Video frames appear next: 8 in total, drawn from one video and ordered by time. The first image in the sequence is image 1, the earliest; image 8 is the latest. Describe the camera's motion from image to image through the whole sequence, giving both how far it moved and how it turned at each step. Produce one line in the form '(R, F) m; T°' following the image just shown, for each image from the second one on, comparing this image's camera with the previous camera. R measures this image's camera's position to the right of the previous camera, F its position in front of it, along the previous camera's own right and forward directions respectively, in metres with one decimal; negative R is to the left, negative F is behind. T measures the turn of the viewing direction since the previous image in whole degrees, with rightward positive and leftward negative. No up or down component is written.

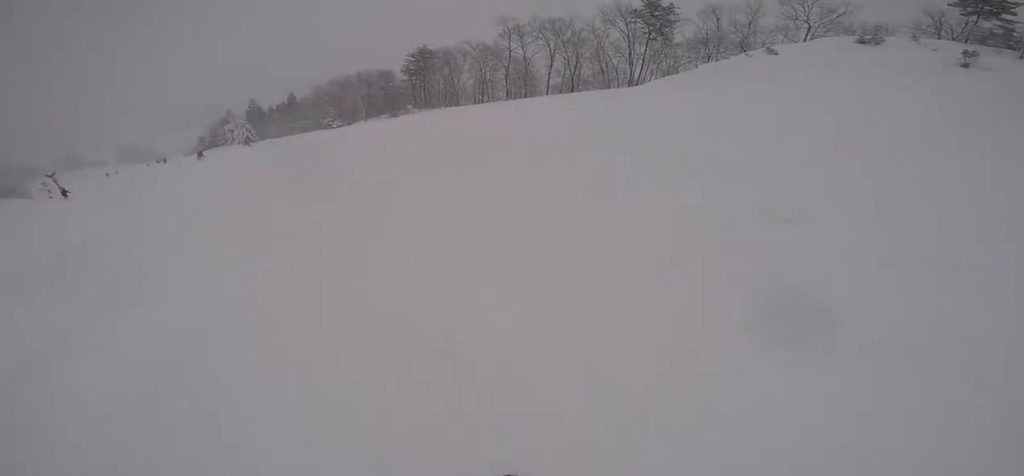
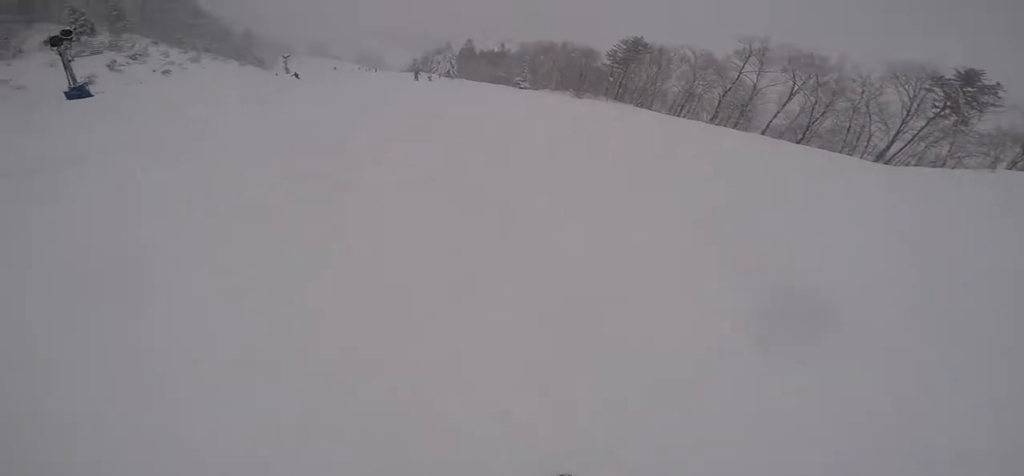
(+0.1, +5.3) m; -6°
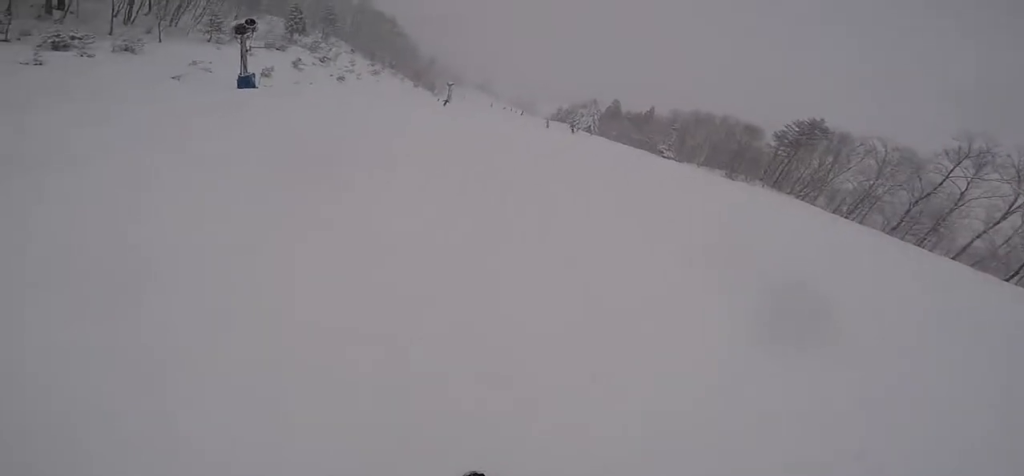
(0.0, +3.8) m; -8°
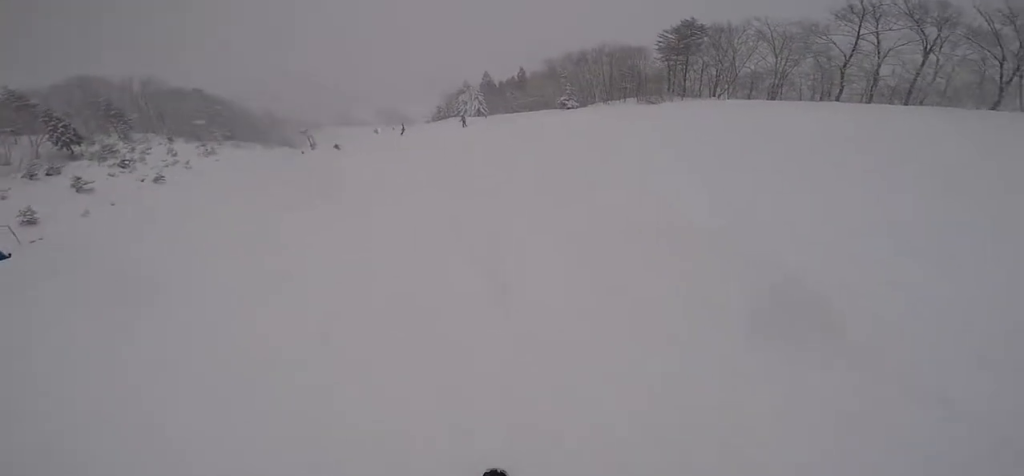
(-0.7, +6.7) m; +4°
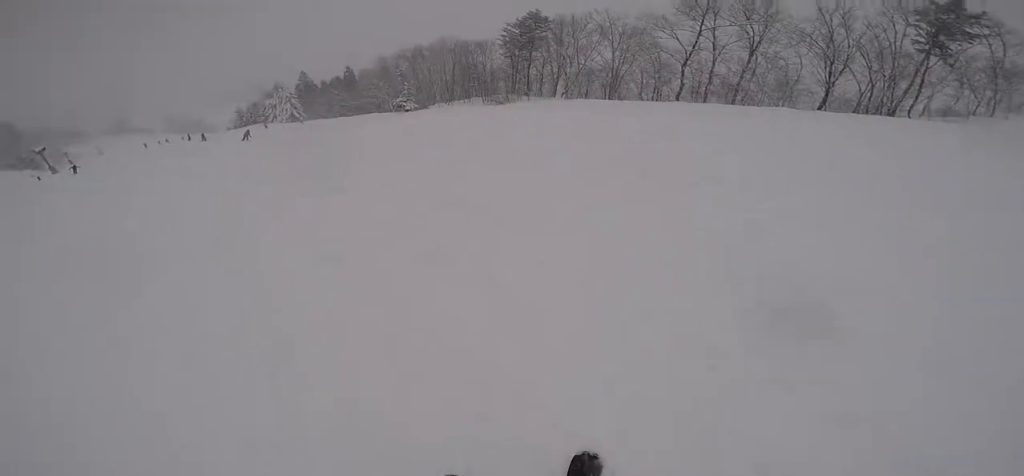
(+0.9, +6.1) m; -5°
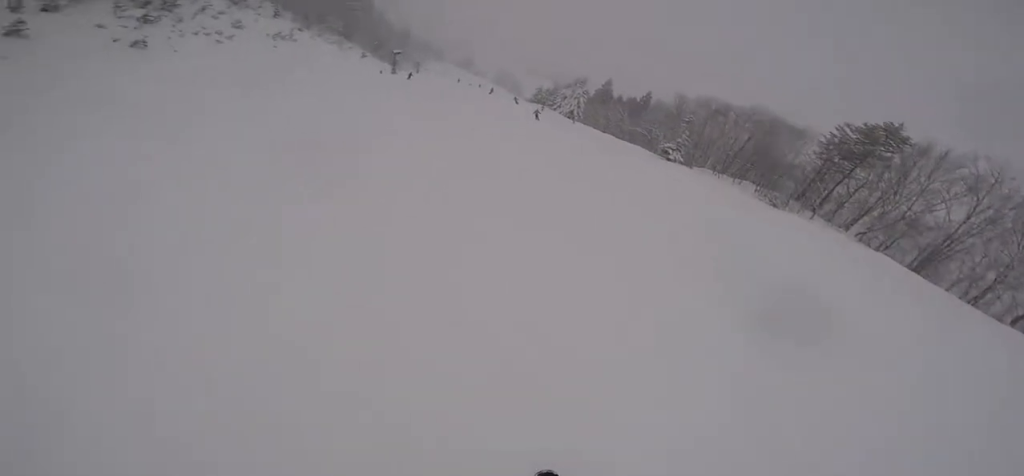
(-1.1, +4.5) m; -16°
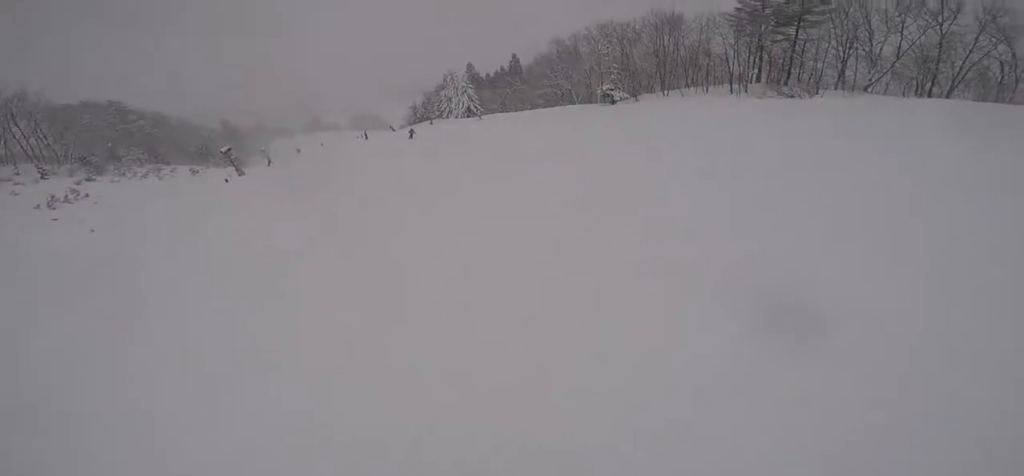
(+2.5, +11.4) m; +30°
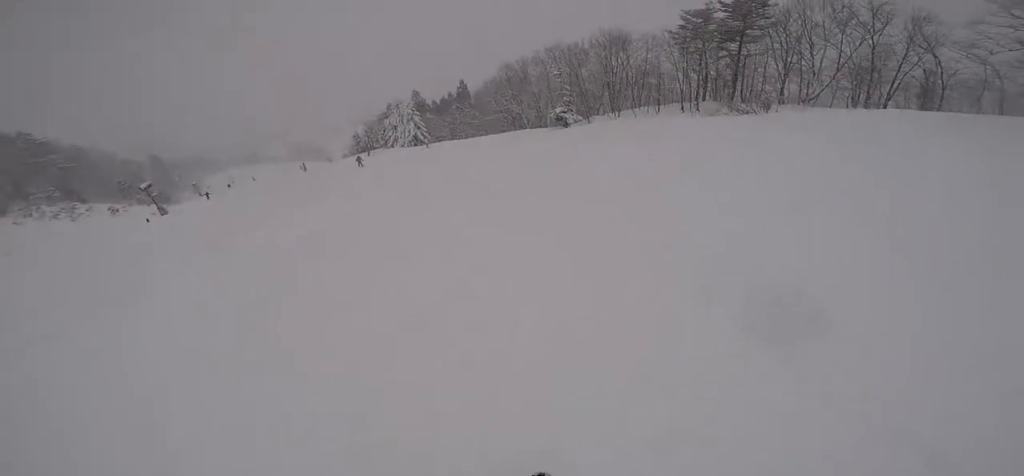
(+0.1, +2.4) m; -2°
